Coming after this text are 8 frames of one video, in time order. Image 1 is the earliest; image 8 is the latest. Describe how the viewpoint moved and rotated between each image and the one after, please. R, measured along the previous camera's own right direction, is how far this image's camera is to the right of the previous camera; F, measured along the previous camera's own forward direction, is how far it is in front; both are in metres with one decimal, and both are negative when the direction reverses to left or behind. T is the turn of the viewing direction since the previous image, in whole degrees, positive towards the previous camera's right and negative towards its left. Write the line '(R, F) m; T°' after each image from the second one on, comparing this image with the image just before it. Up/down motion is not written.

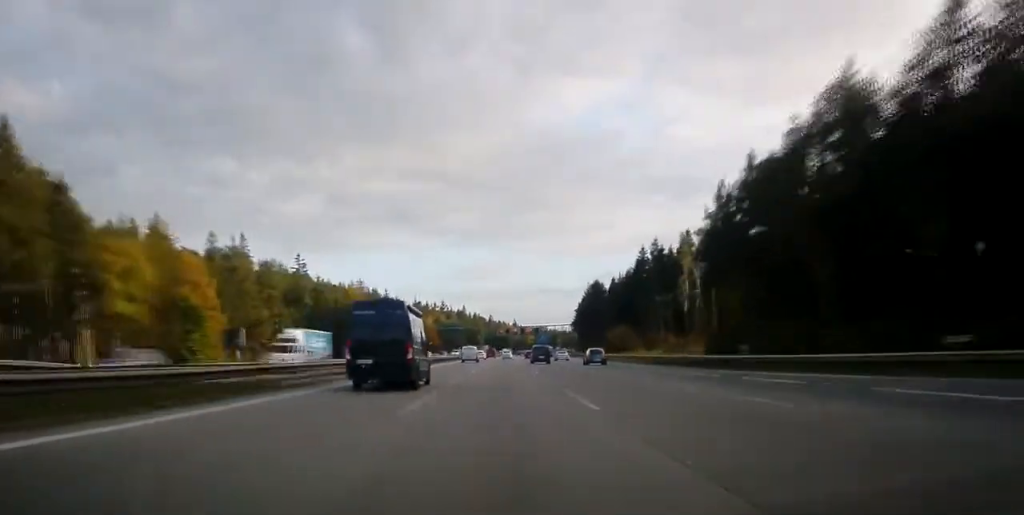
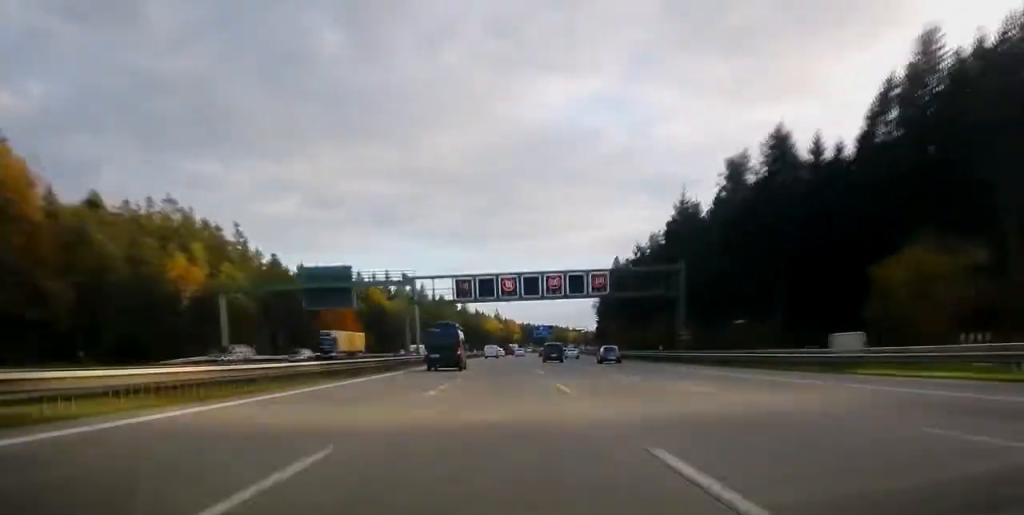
(+1.9, +138.7) m; +2°
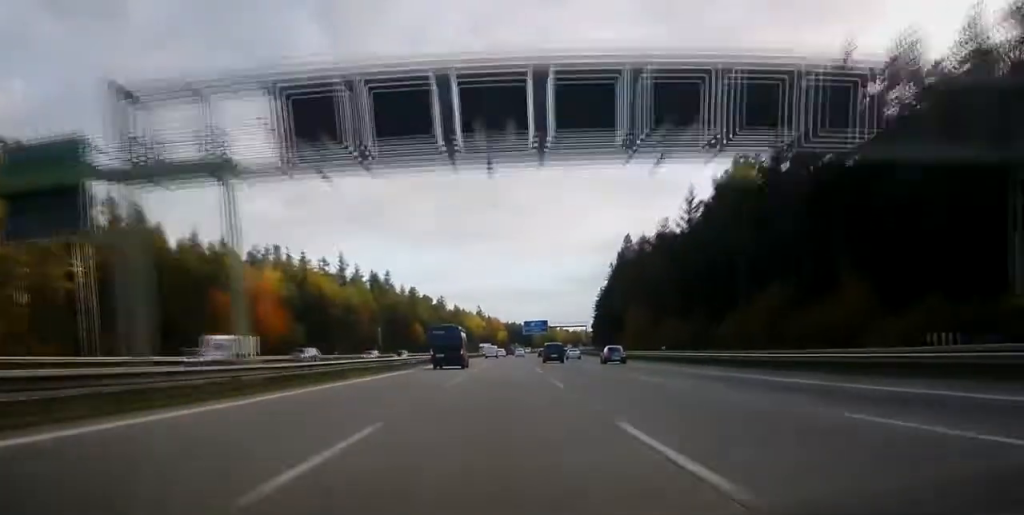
(-0.2, +50.4) m; +1°
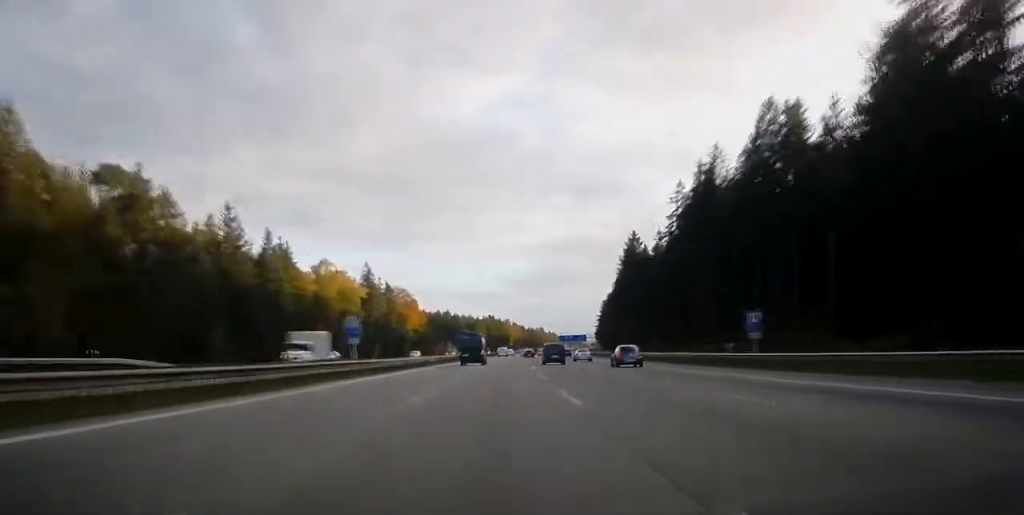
(+8.7, +224.4) m; +4°
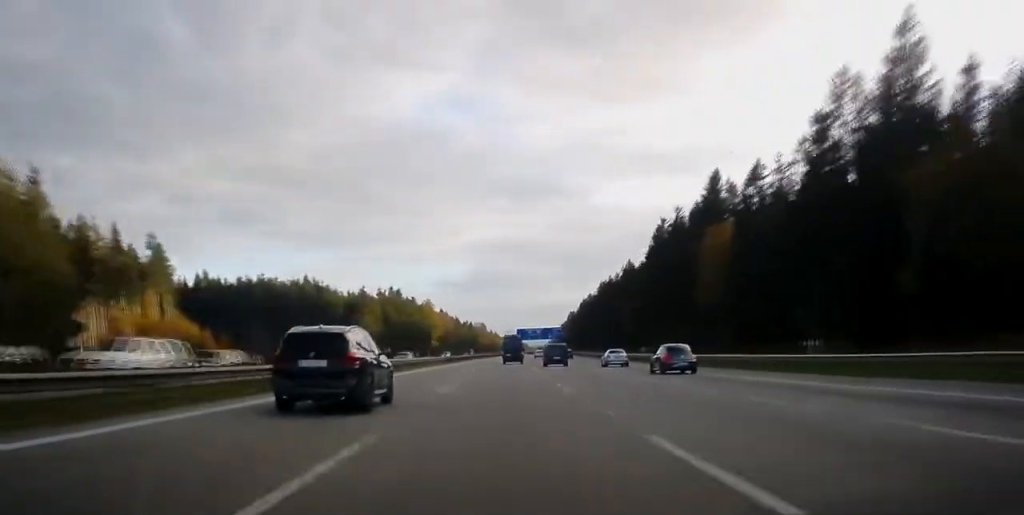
(+7.8, +210.7) m; +4°
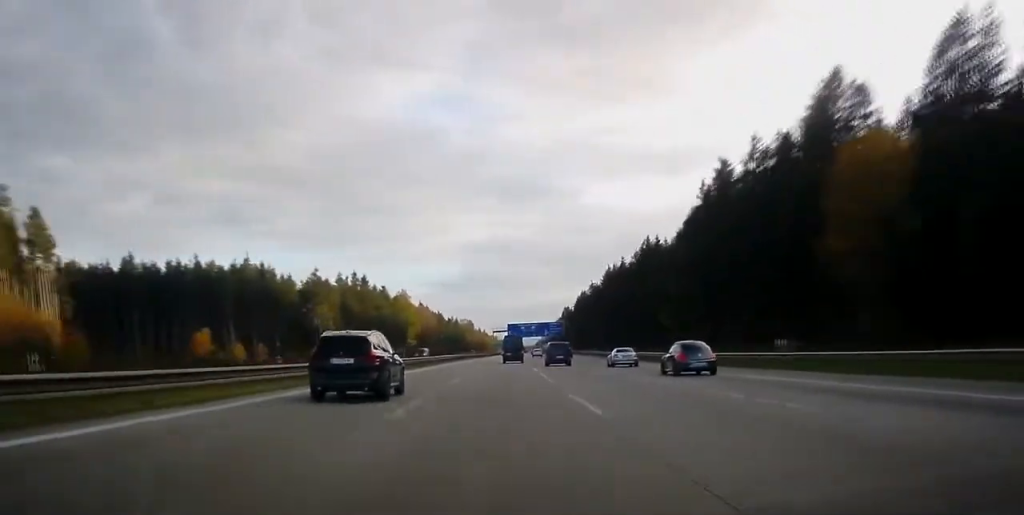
(+0.5, +43.3) m; +1°
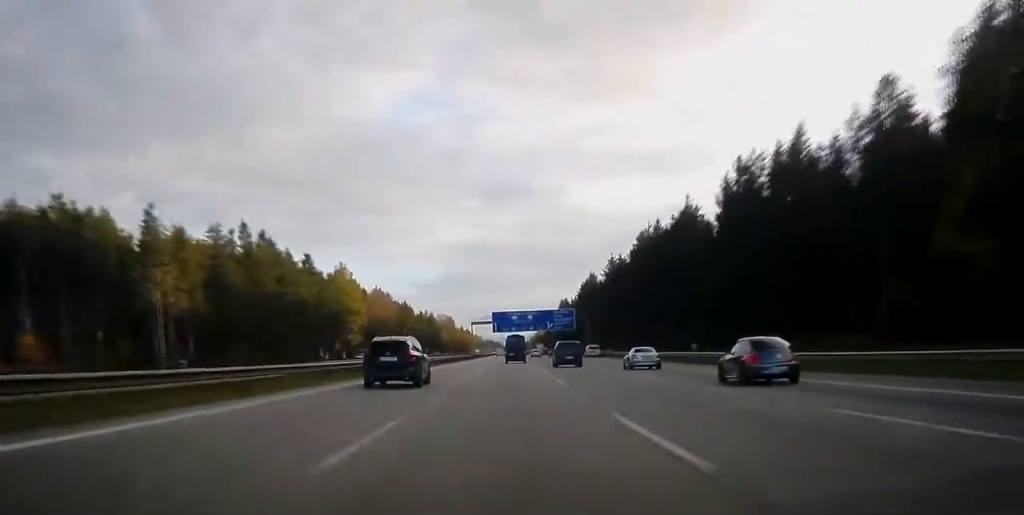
(+0.8, +79.4) m; +1°
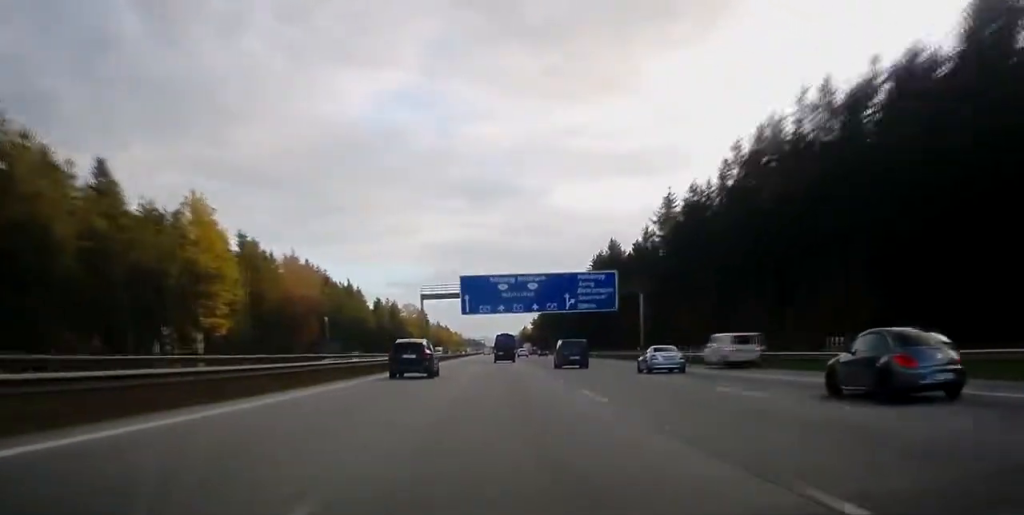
(+0.7, +79.5) m; 0°
